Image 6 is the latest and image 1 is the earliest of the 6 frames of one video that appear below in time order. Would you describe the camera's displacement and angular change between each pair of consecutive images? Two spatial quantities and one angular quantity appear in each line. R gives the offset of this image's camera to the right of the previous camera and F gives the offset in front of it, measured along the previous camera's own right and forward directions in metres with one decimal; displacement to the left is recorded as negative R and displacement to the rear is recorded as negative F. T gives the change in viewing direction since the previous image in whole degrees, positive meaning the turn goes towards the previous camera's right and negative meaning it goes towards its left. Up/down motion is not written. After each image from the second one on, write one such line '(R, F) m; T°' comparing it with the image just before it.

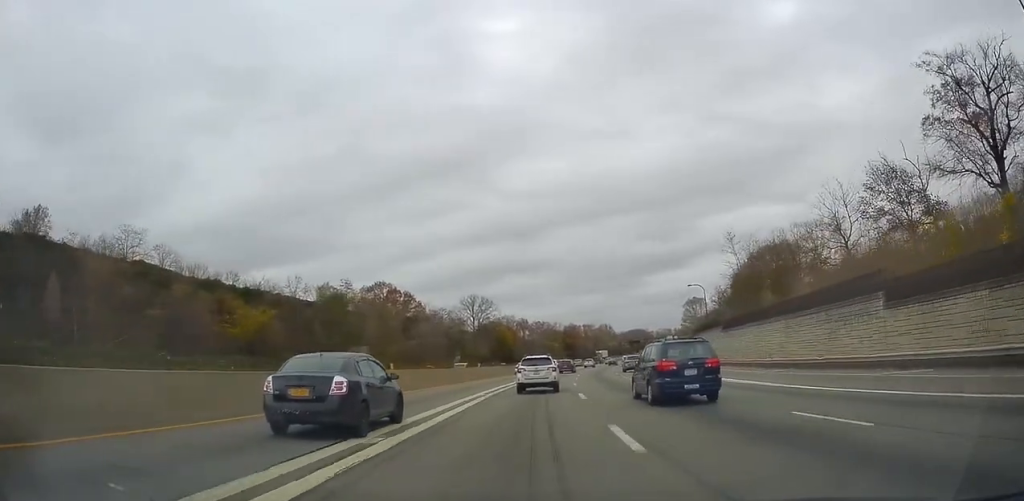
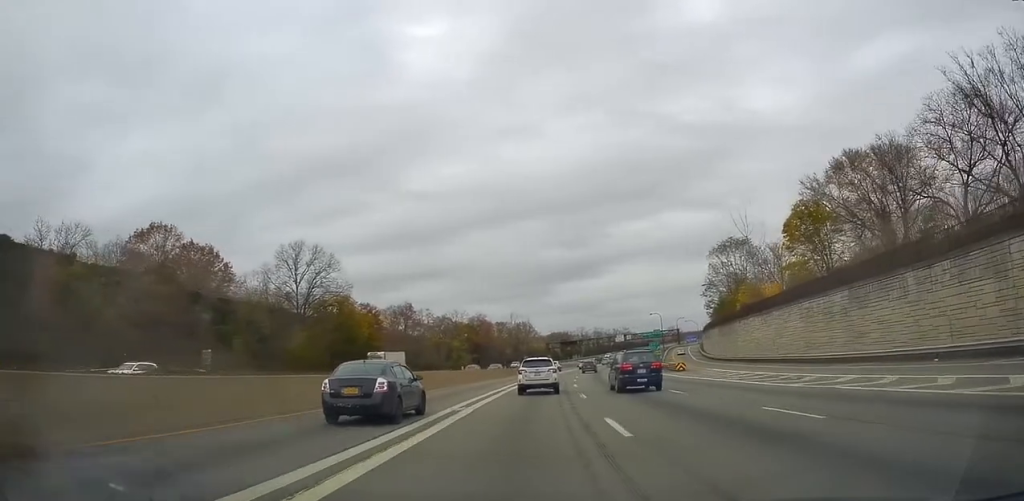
(+4.7, +84.8) m; +7°
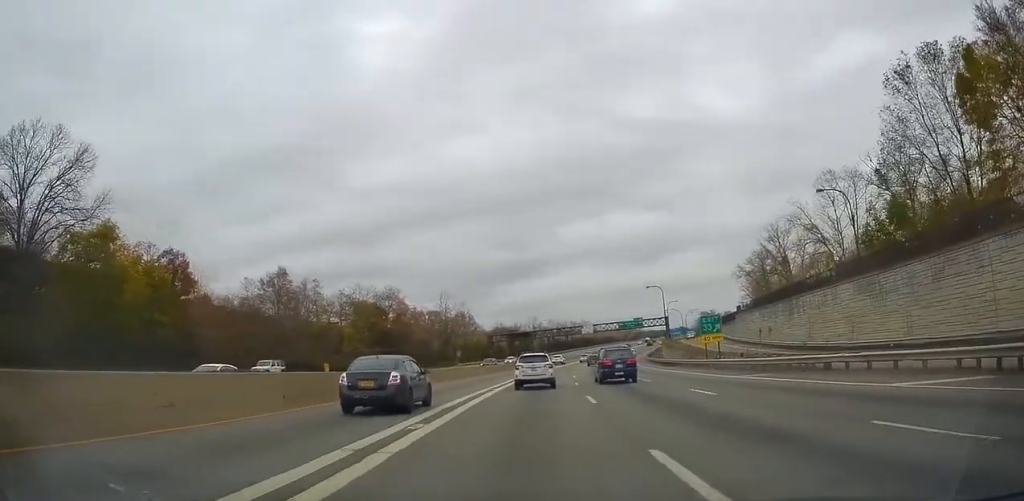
(+1.9, +53.5) m; +4°
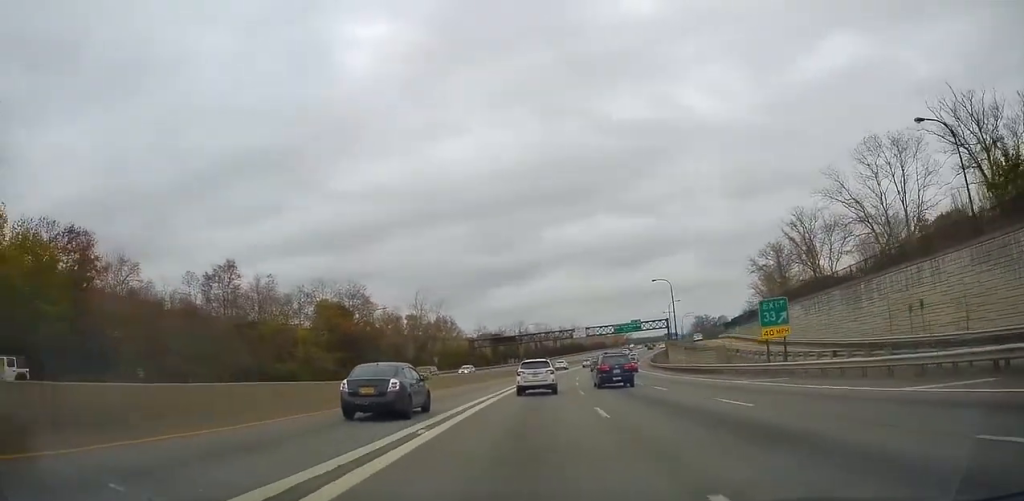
(+0.1, +15.4) m; +1°
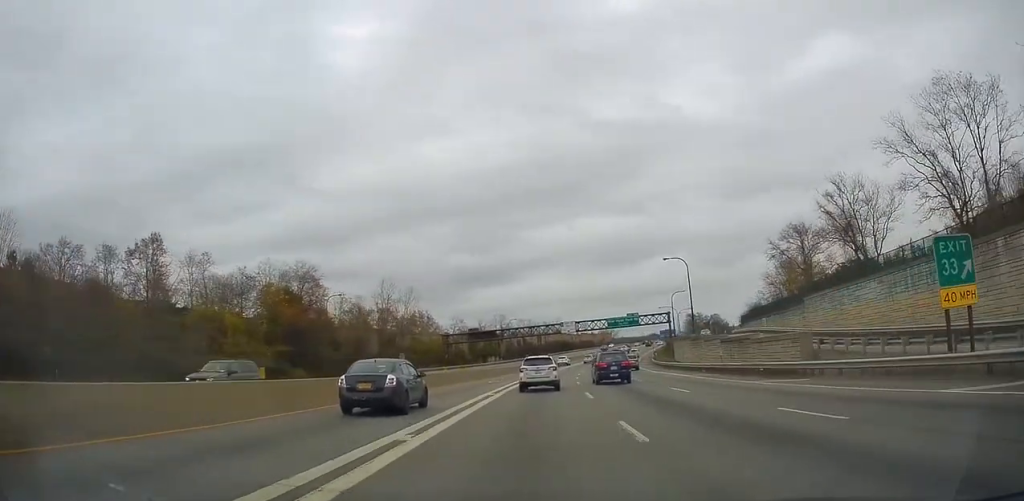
(0.0, +17.1) m; +1°
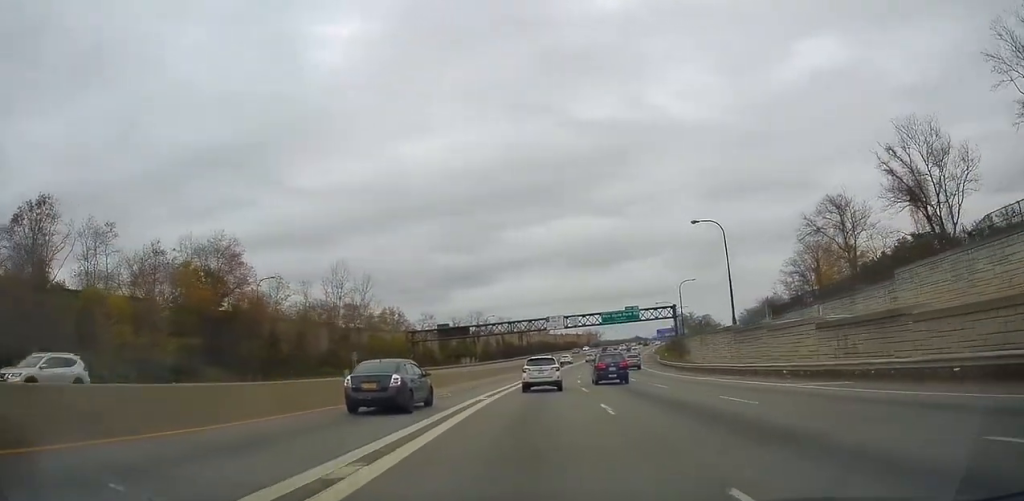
(+0.3, +19.3) m; +3°
